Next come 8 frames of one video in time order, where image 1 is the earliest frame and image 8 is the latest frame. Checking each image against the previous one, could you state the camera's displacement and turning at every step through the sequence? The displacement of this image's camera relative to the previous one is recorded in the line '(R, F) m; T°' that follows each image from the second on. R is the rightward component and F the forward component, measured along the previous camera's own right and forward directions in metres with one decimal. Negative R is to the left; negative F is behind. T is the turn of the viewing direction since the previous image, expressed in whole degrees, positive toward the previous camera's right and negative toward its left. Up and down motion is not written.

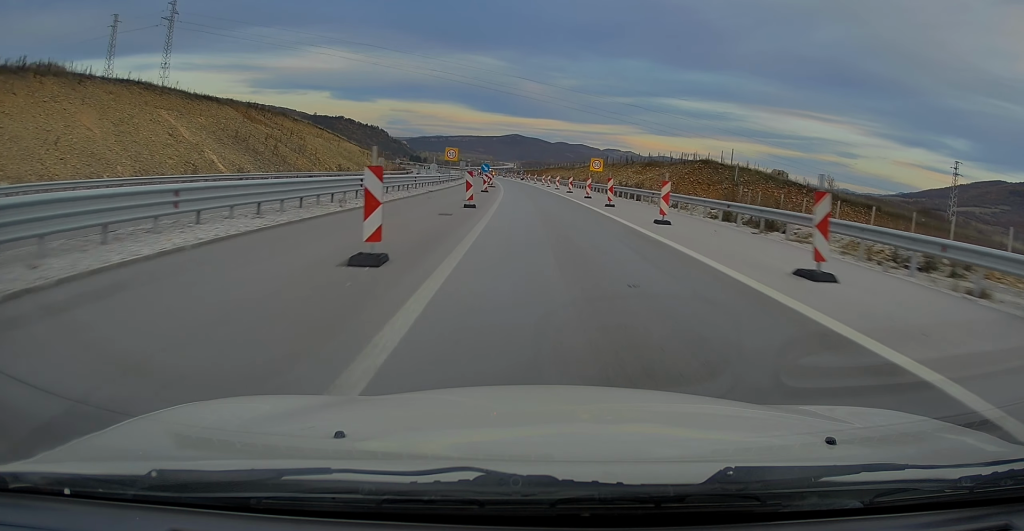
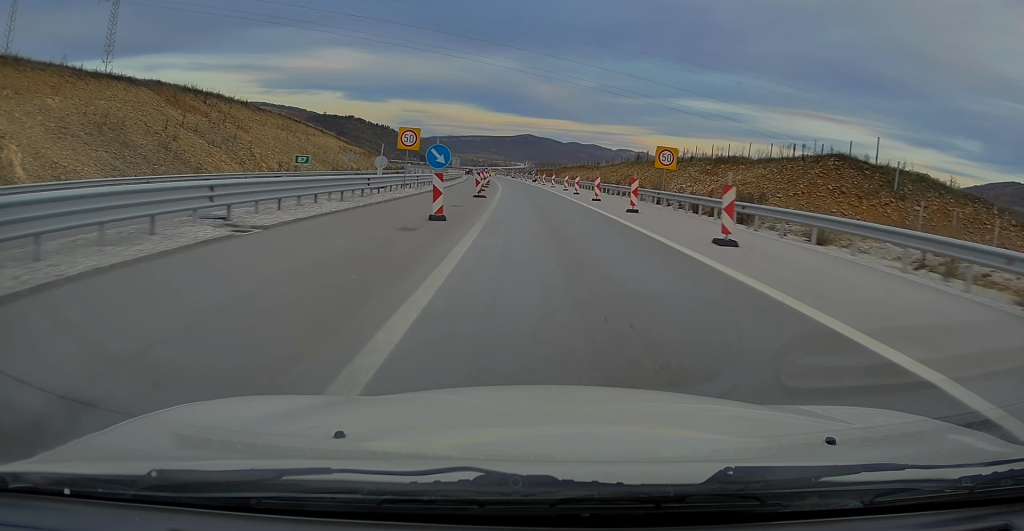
(-0.5, +25.3) m; -2°
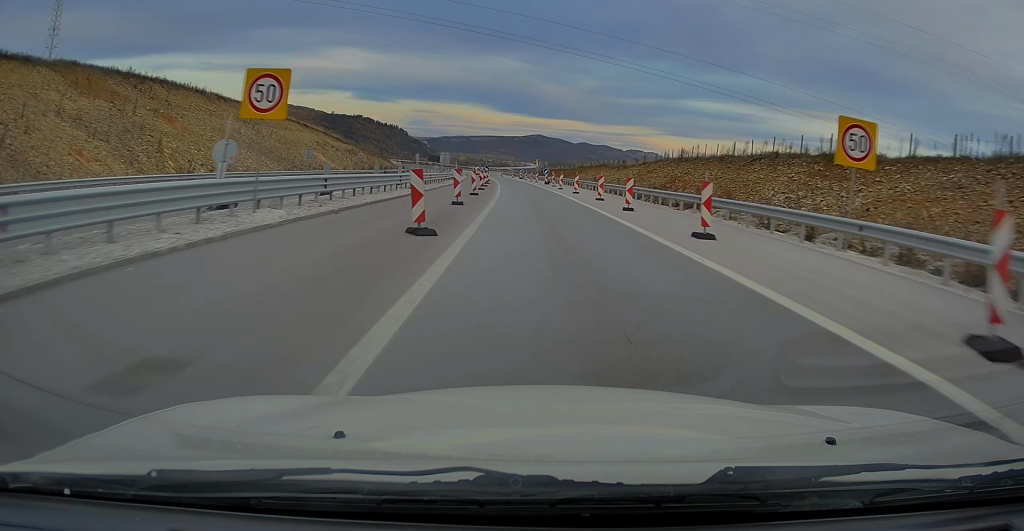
(-0.1, +19.2) m; 0°
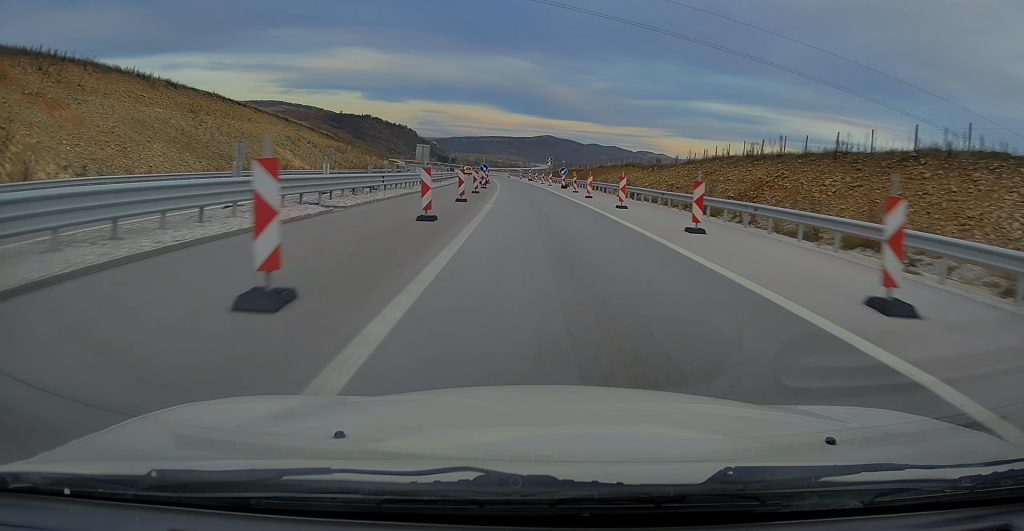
(-0.1, +18.0) m; 0°
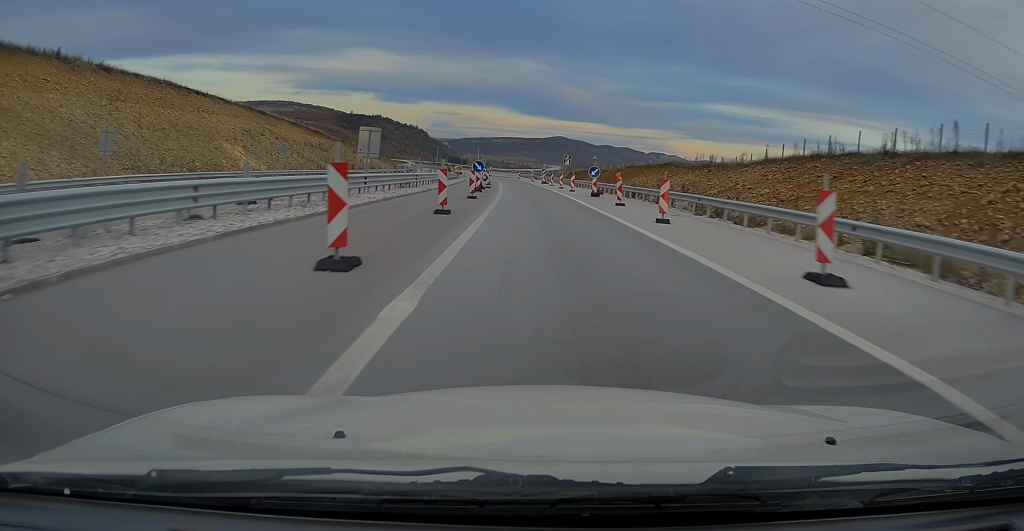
(0.0, +17.7) m; -1°
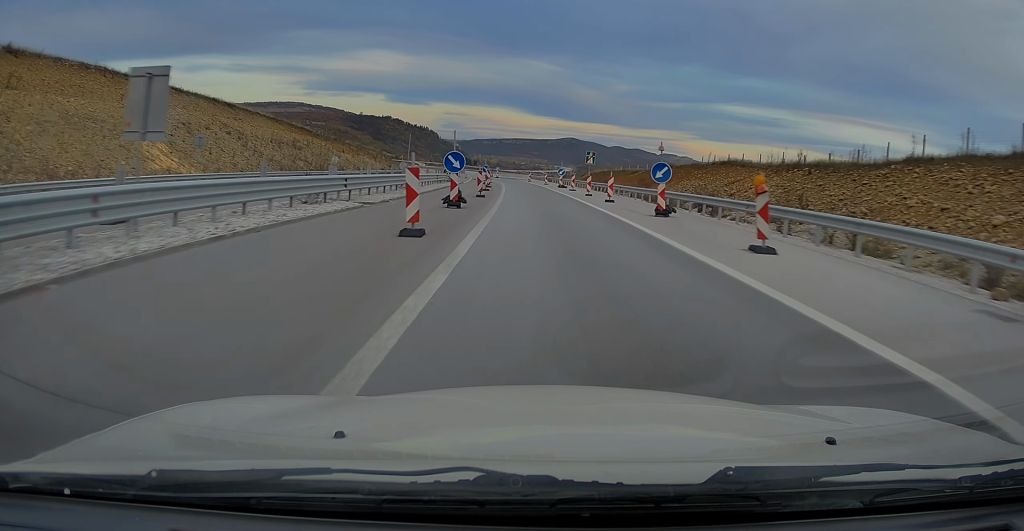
(-0.2, +16.9) m; -1°
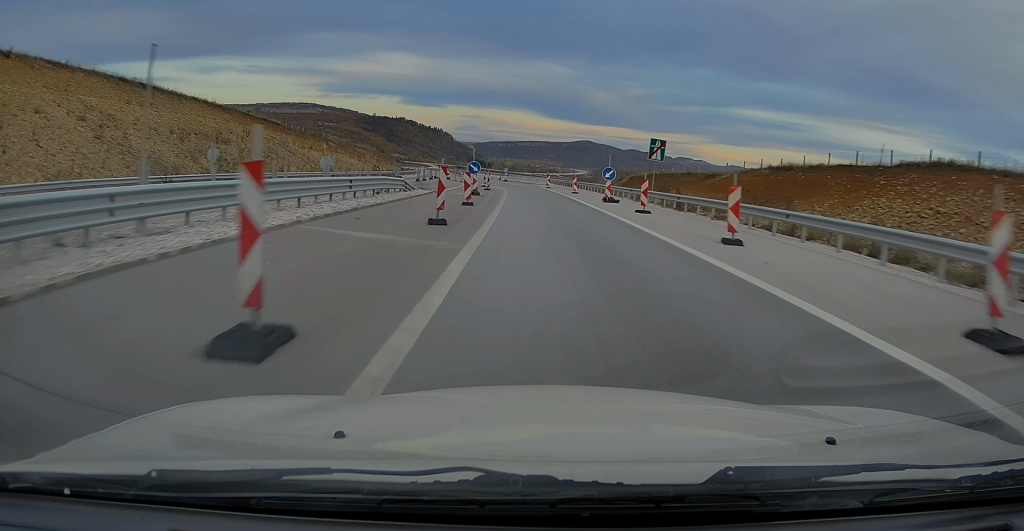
(-0.5, +26.6) m; -3°
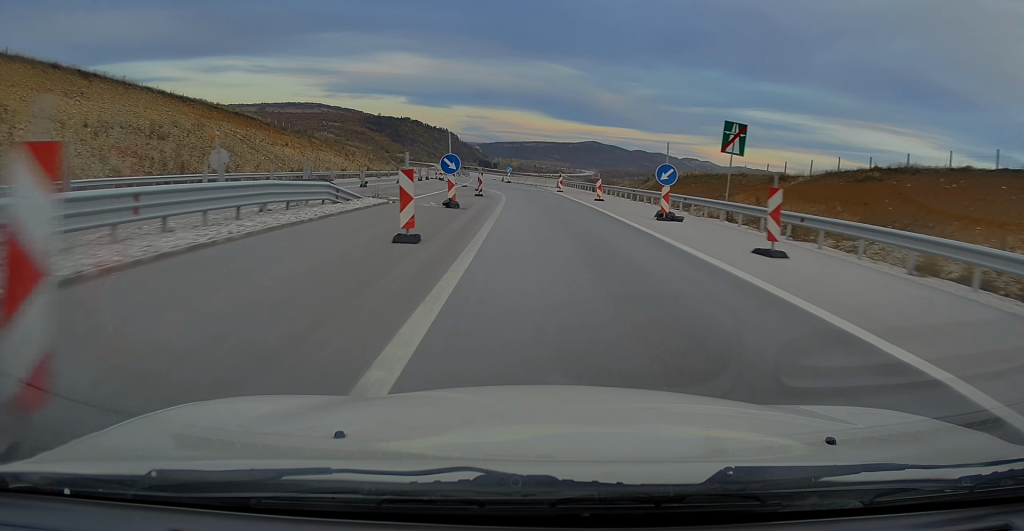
(-0.3, +12.8) m; -1°
